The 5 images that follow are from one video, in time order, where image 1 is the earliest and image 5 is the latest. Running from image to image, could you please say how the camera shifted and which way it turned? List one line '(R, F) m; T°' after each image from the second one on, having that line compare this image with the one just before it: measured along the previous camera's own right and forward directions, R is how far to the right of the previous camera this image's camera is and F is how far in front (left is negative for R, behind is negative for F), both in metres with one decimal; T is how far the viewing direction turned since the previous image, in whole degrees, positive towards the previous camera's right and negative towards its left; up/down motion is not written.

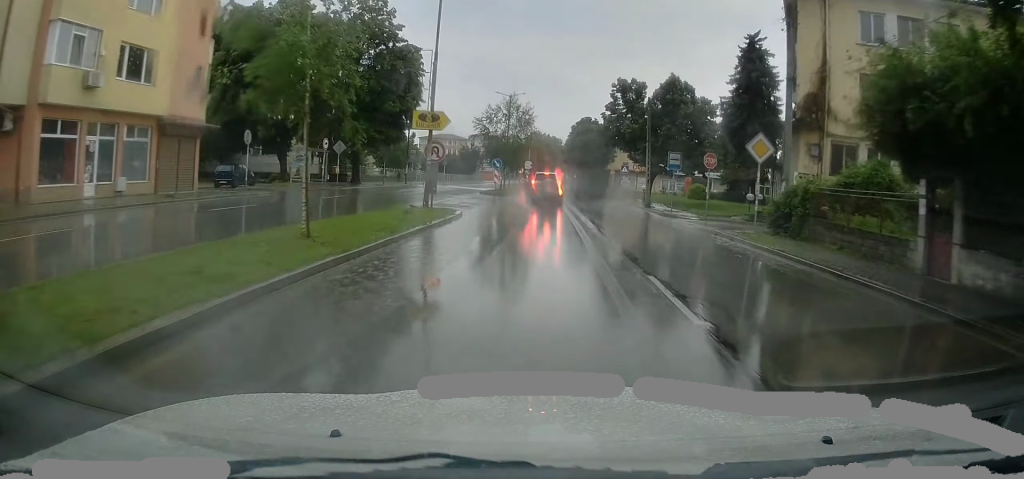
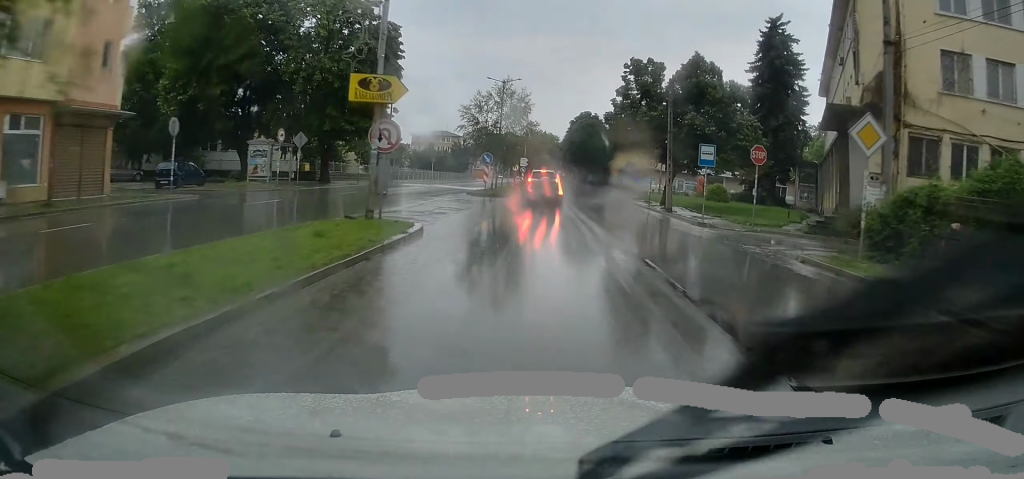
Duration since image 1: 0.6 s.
(0.0, +6.9) m; 0°
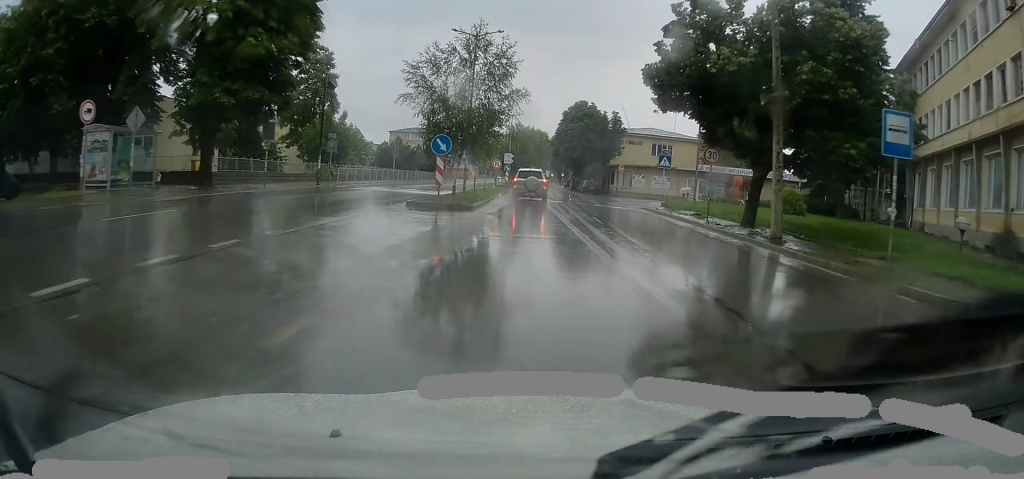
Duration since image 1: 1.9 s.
(0.0, +15.4) m; 0°
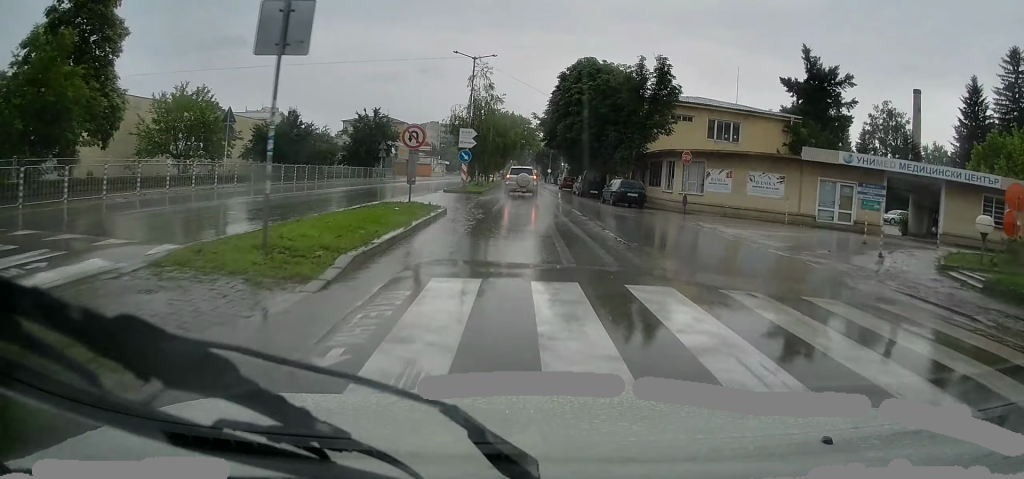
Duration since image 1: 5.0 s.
(+0.8, +34.0) m; +3°
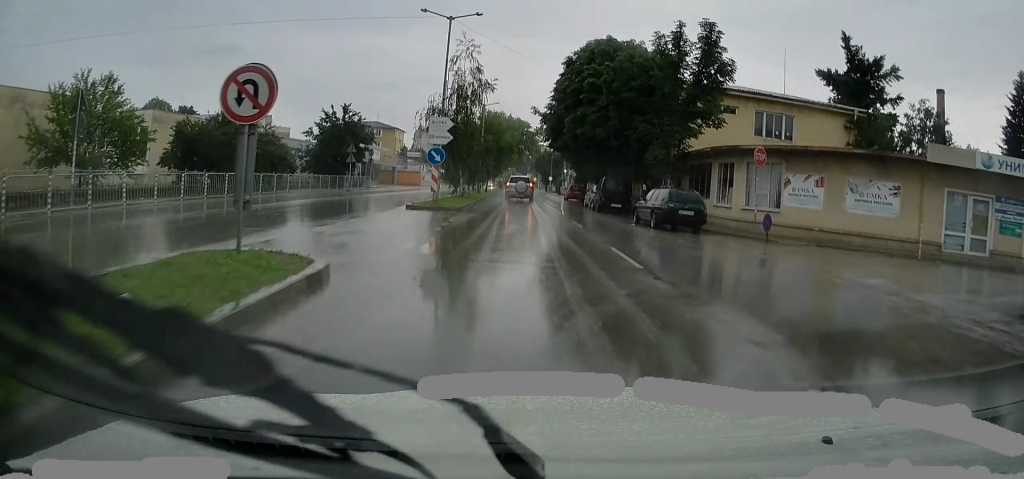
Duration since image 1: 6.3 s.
(+0.3, +11.4) m; +1°
